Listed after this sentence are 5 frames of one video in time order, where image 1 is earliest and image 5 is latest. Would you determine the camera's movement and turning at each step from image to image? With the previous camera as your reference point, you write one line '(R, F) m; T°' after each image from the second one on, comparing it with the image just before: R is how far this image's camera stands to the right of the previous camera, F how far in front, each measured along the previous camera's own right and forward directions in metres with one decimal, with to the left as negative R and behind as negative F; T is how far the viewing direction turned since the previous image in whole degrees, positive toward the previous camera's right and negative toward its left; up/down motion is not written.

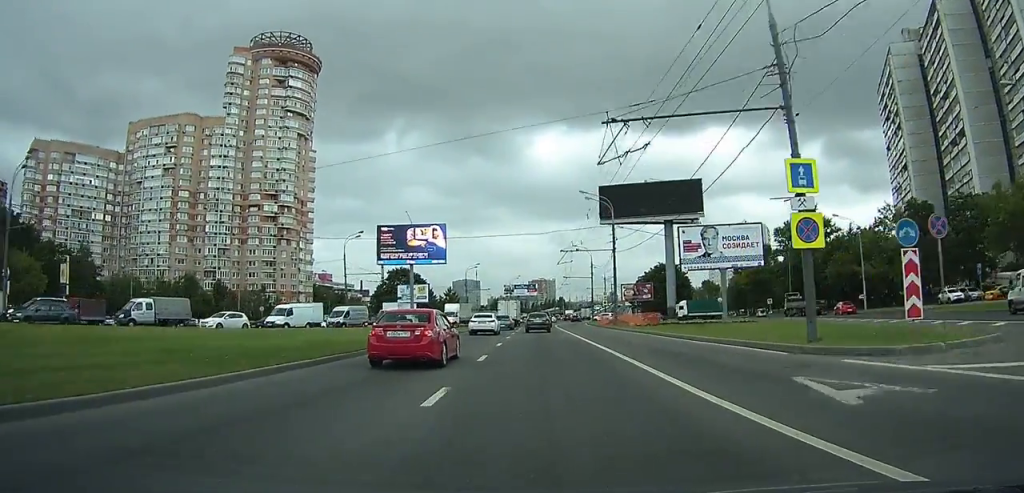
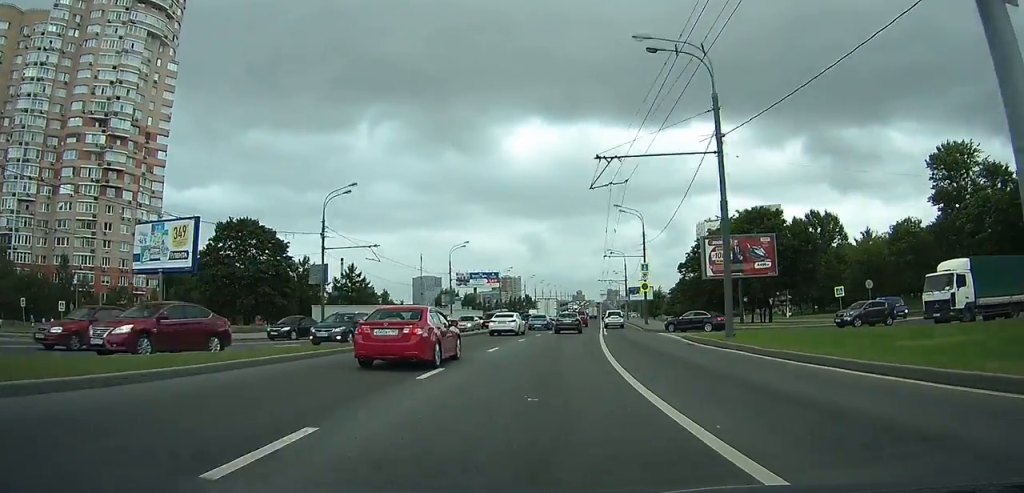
(+0.5, +69.2) m; +3°
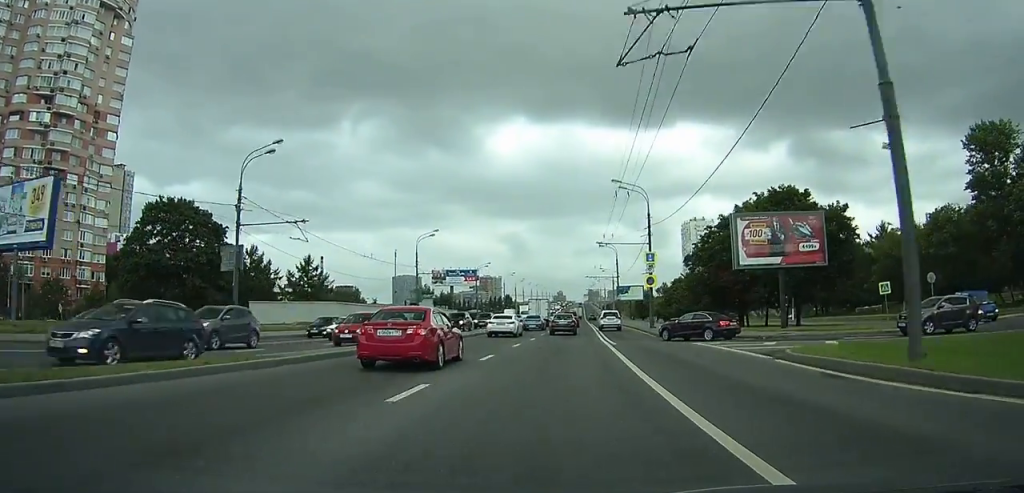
(+0.1, +11.7) m; +1°
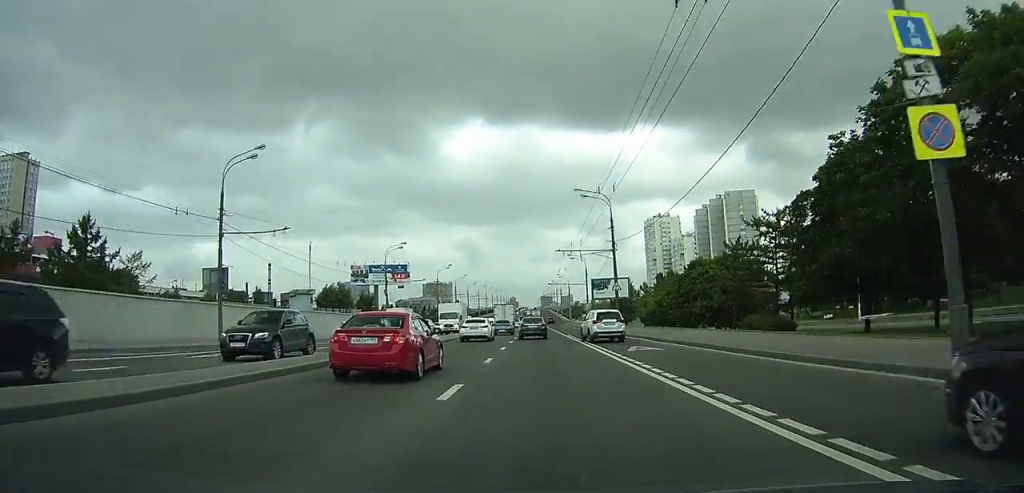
(+1.4, +39.1) m; +4°
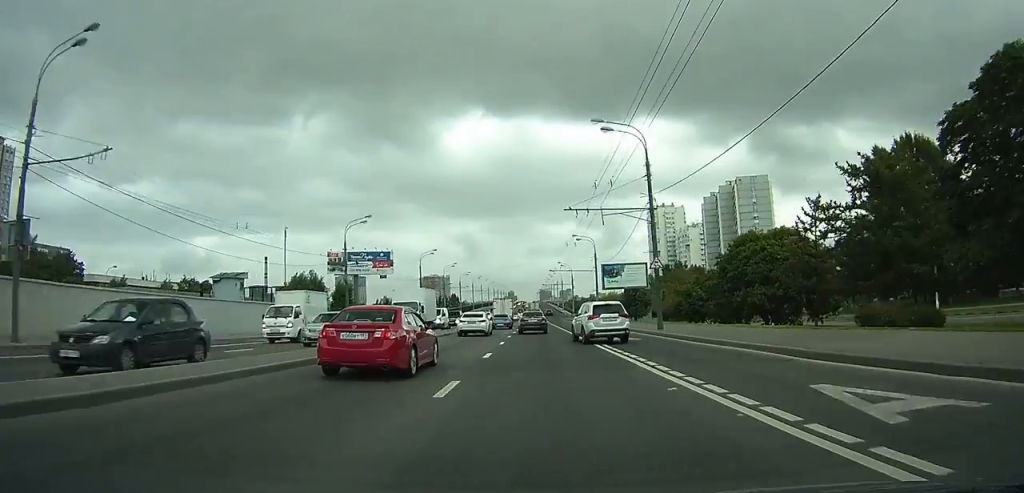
(+0.2, +16.1) m; 0°
